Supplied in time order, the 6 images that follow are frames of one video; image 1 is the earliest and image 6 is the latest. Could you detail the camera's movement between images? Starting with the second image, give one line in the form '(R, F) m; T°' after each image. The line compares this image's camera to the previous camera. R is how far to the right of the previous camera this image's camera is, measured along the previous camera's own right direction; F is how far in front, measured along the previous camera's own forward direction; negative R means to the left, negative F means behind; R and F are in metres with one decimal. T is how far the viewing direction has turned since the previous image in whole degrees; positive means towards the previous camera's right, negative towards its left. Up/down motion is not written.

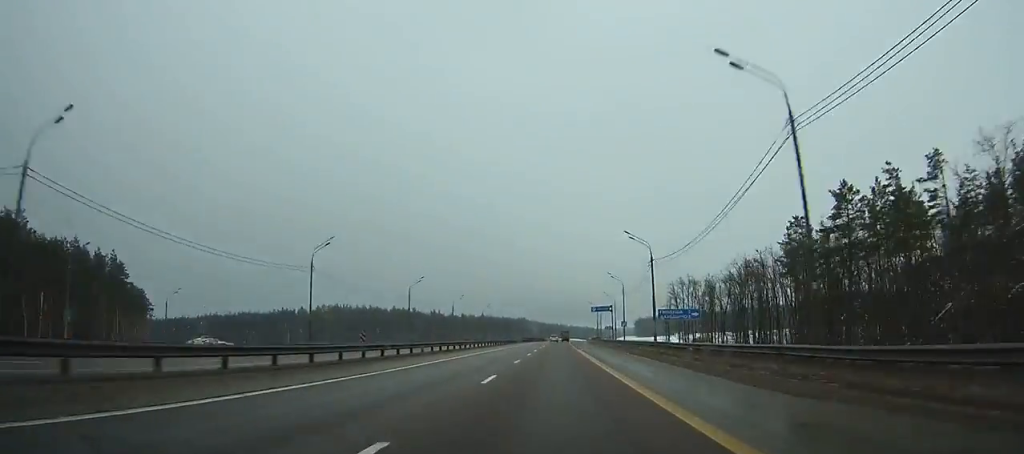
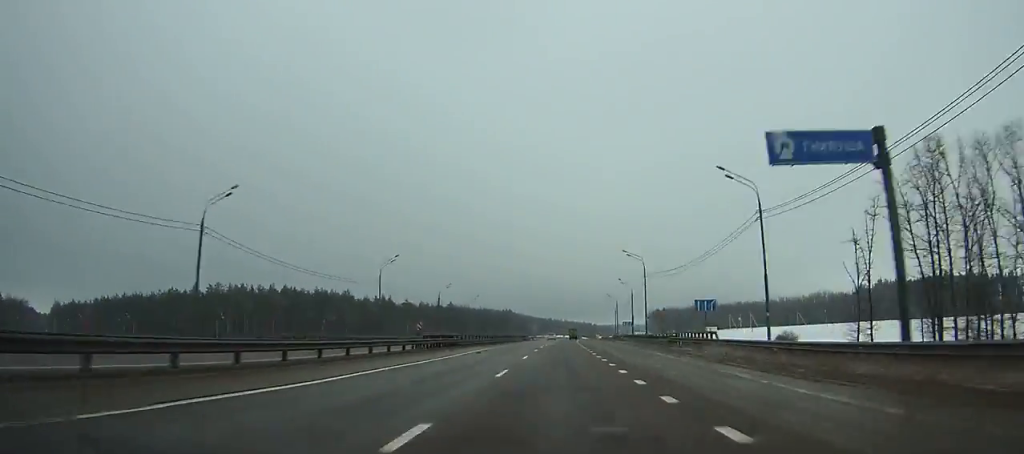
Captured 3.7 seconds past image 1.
(+0.4, +92.9) m; +1°
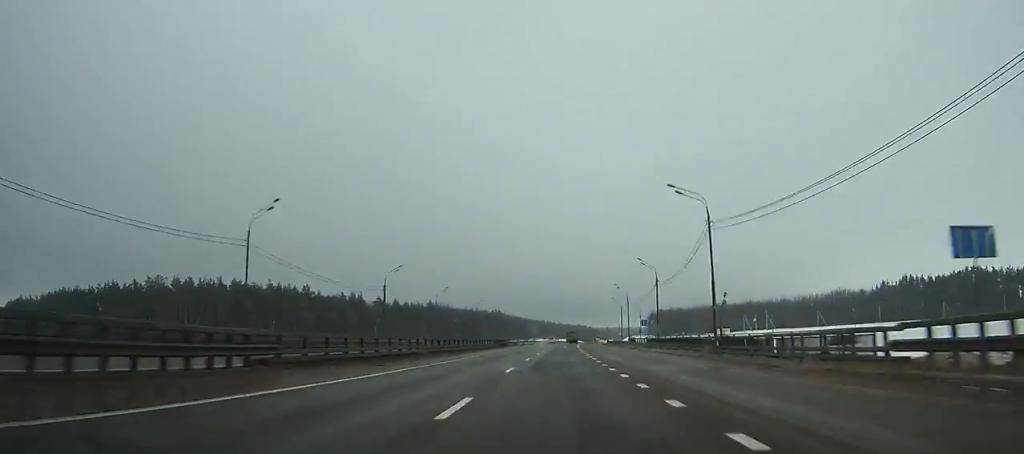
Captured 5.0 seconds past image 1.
(0.0, +32.8) m; +1°
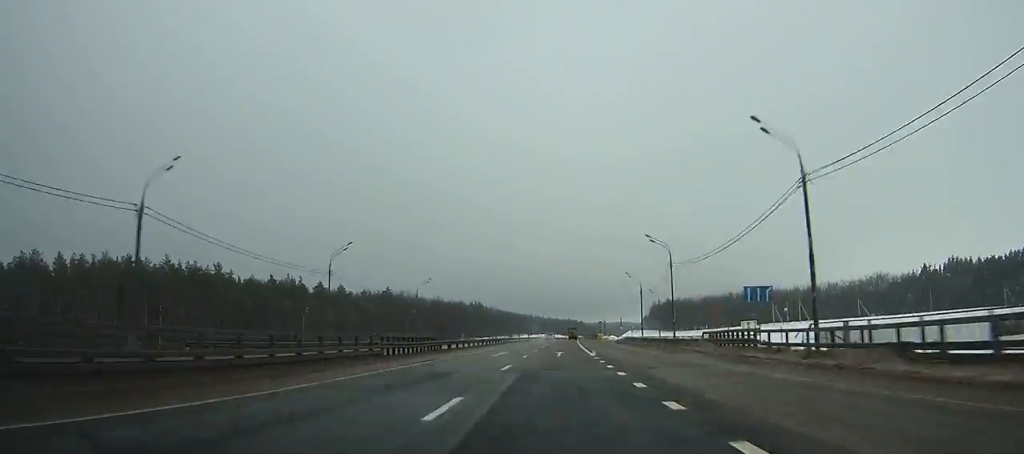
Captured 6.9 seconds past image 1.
(+0.5, +48.2) m; +1°
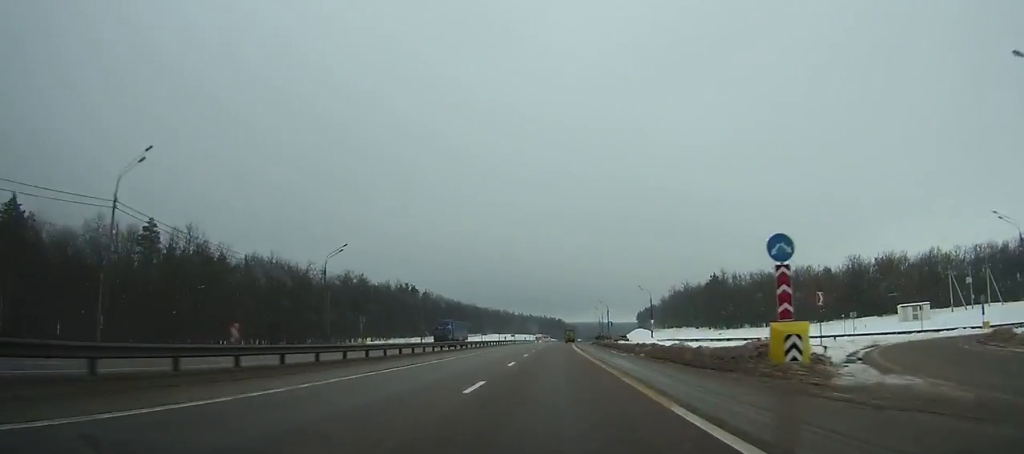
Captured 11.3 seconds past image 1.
(+2.5, +113.2) m; +2°
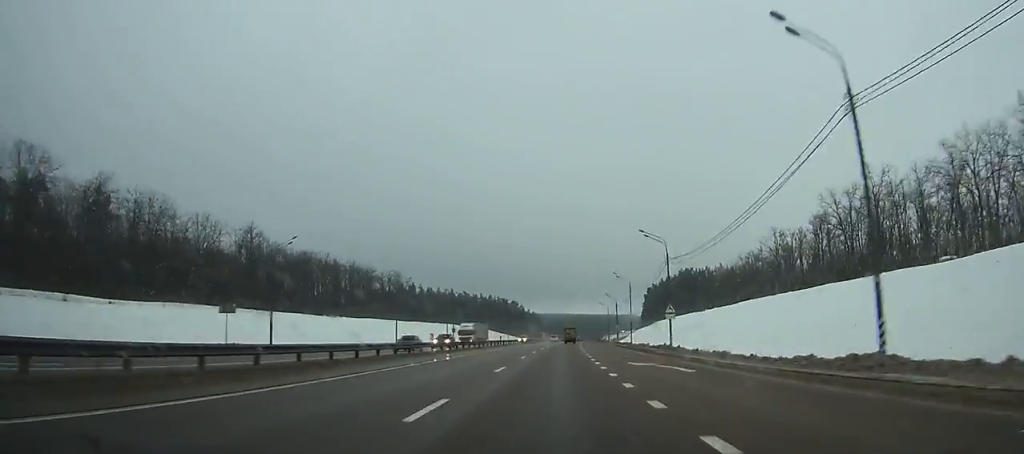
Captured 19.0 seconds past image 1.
(+5.8, +203.7) m; +4°
